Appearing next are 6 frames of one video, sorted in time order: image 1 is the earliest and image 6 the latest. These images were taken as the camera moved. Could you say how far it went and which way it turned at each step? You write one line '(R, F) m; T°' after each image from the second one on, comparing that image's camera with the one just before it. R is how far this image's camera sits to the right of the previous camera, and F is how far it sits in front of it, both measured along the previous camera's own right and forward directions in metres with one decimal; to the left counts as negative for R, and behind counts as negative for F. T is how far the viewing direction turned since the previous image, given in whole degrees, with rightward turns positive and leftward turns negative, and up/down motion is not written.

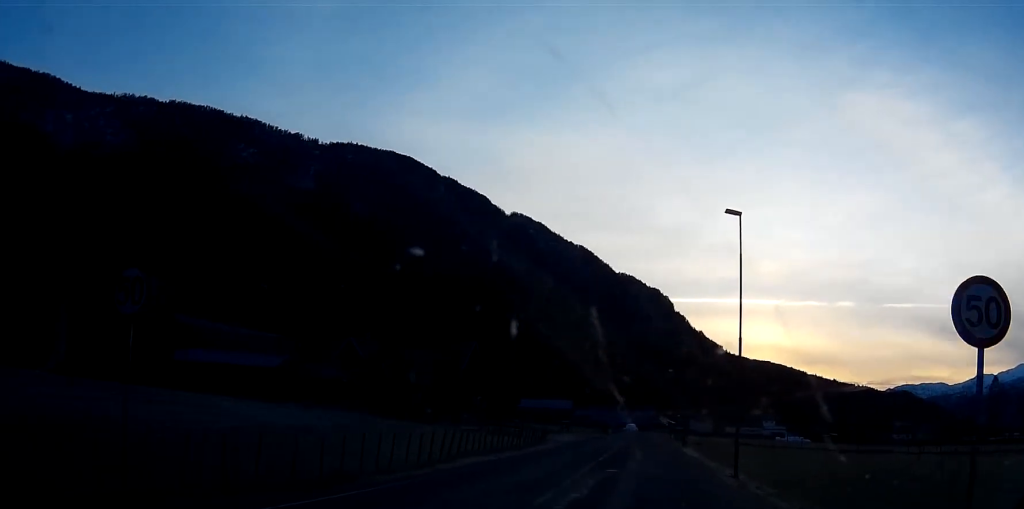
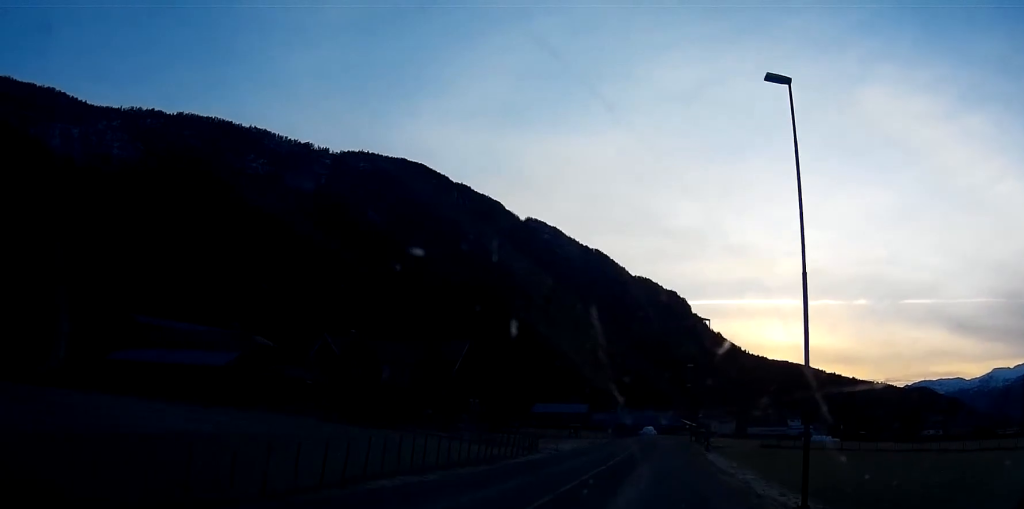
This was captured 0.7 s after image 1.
(-0.3, +12.3) m; -1°
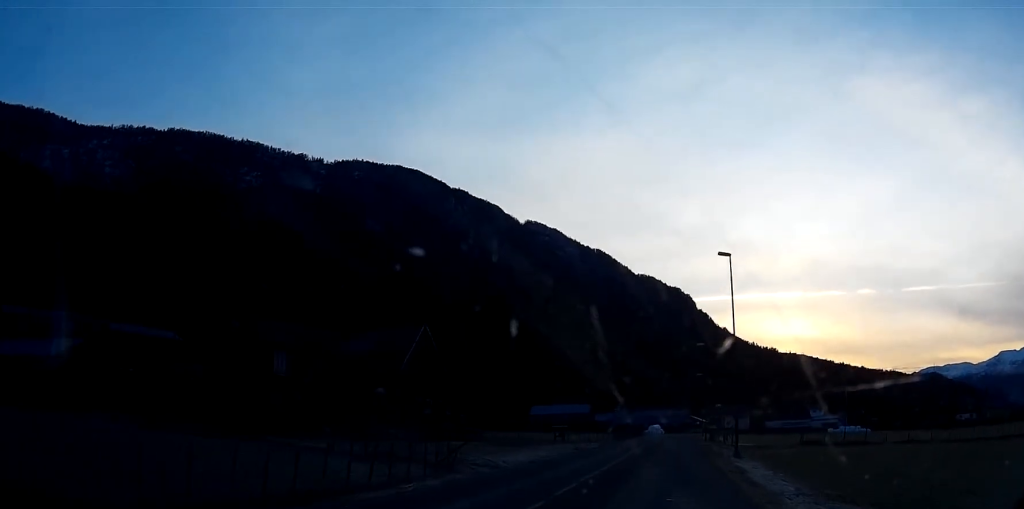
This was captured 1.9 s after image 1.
(-0.2, +20.5) m; -1°
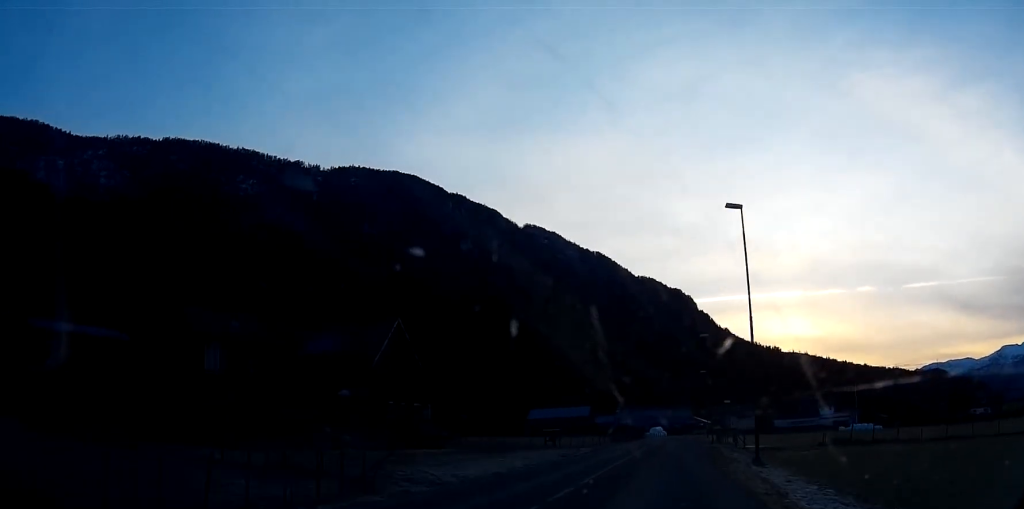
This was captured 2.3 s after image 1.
(0.0, +8.2) m; 0°
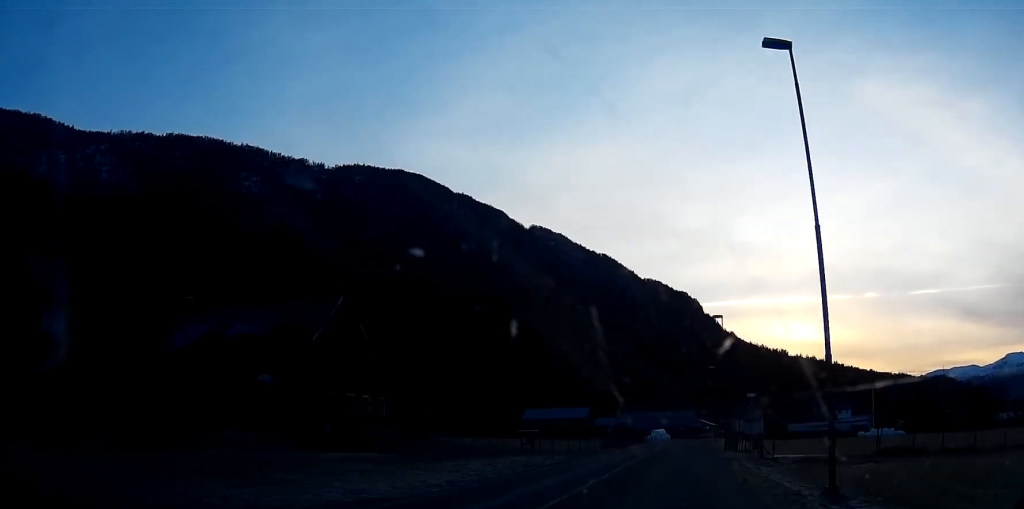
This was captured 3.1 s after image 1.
(-0.1, +13.5) m; -1°
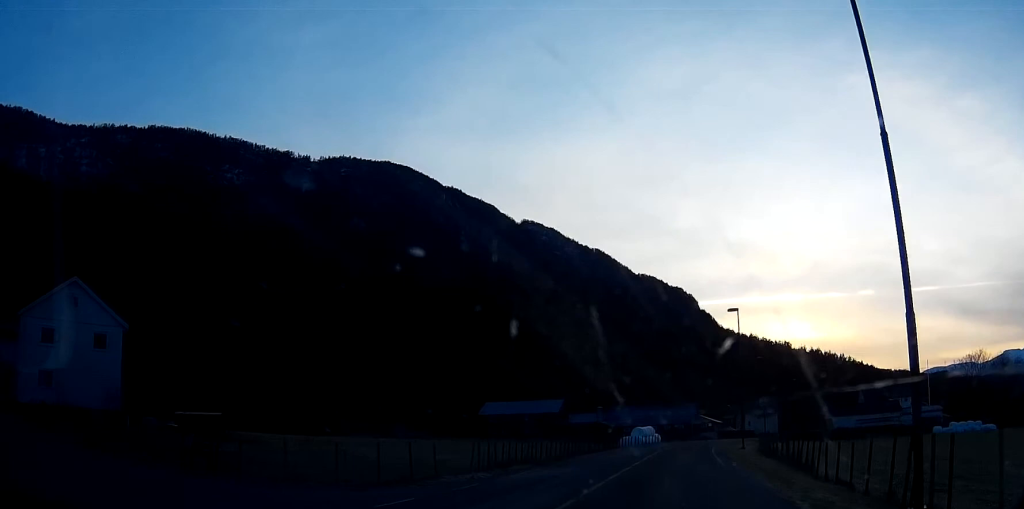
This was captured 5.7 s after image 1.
(-0.5, +45.0) m; 0°
